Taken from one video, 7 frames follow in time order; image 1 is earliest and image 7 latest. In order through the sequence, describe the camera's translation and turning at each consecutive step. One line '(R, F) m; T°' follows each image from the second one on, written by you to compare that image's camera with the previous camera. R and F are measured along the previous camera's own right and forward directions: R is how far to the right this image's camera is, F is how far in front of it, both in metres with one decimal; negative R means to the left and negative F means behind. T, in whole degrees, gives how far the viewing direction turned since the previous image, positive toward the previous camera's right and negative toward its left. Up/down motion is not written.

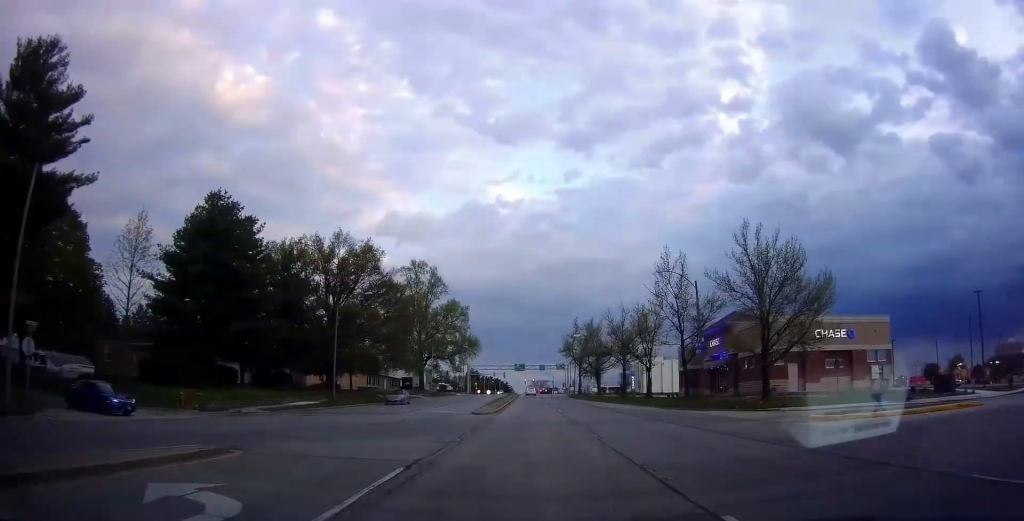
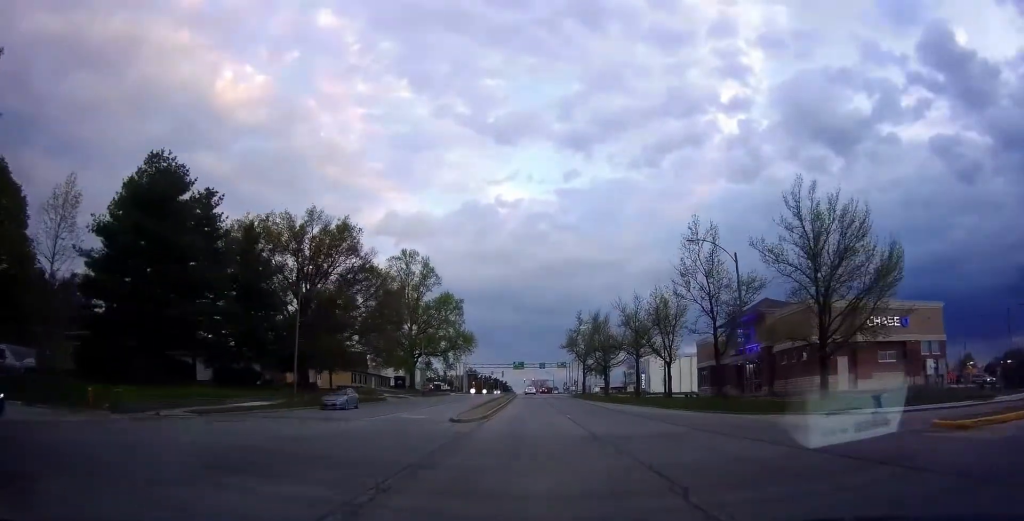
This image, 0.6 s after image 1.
(0.0, +8.8) m; 0°
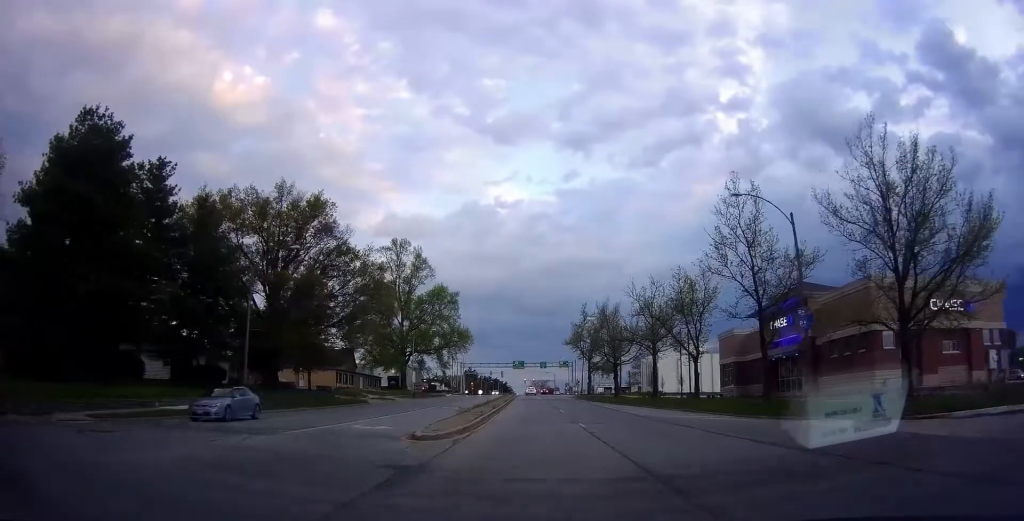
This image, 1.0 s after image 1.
(0.0, +7.3) m; 0°
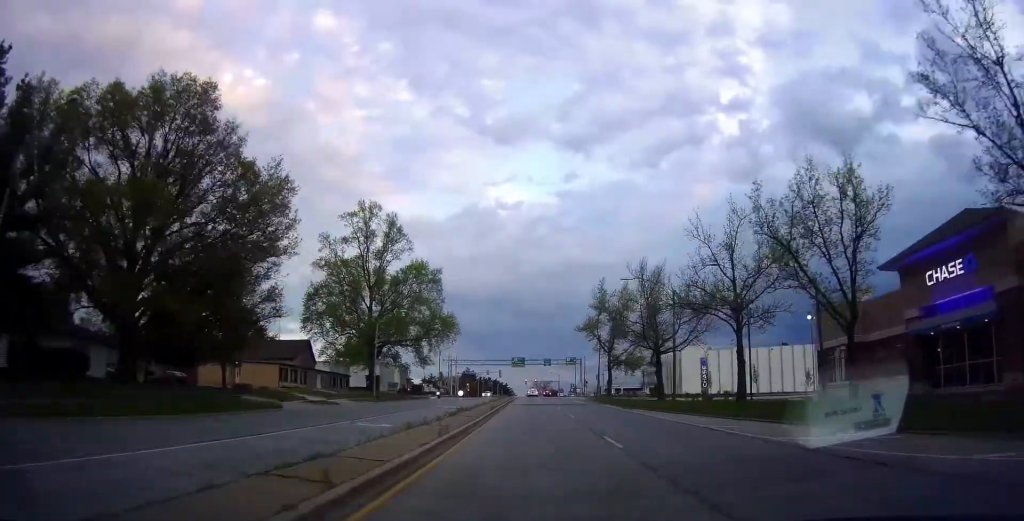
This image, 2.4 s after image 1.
(0.0, +21.2) m; 0°
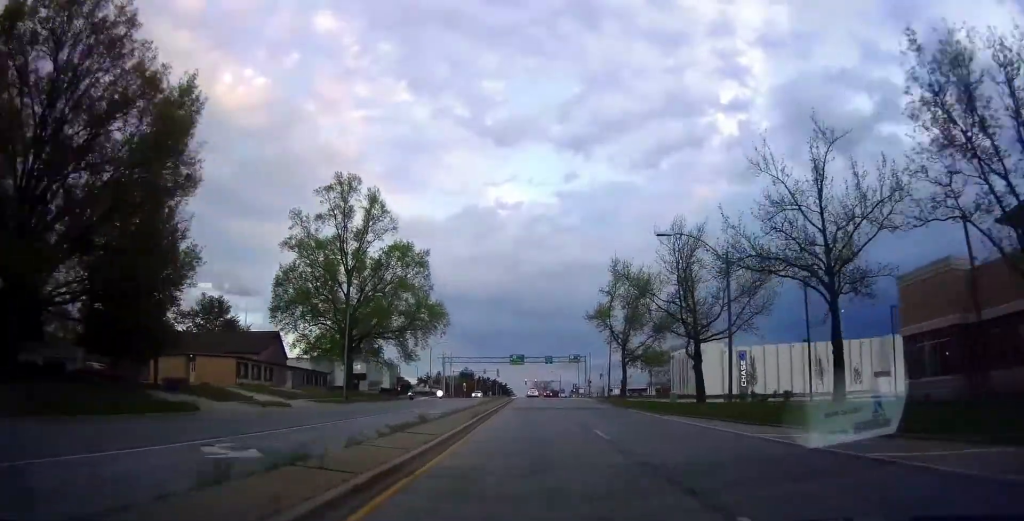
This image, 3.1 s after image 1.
(0.0, +10.3) m; -1°
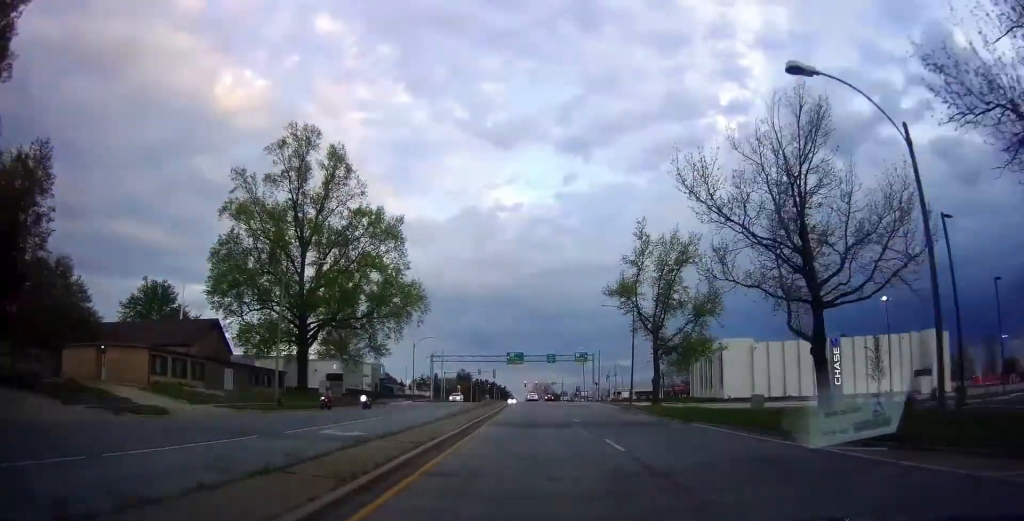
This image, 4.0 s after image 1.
(-0.1, +14.3) m; -2°
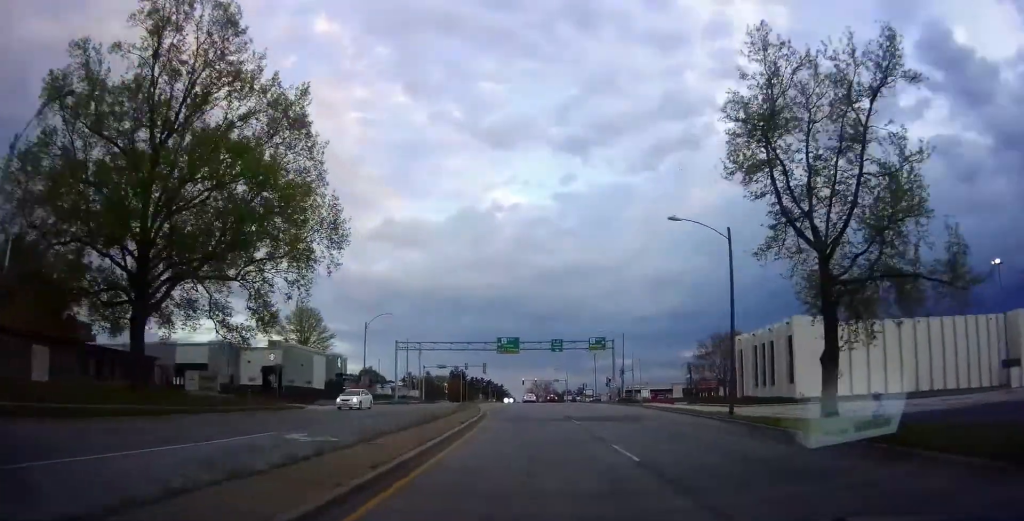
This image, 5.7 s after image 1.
(+0.1, +25.5) m; +3°
